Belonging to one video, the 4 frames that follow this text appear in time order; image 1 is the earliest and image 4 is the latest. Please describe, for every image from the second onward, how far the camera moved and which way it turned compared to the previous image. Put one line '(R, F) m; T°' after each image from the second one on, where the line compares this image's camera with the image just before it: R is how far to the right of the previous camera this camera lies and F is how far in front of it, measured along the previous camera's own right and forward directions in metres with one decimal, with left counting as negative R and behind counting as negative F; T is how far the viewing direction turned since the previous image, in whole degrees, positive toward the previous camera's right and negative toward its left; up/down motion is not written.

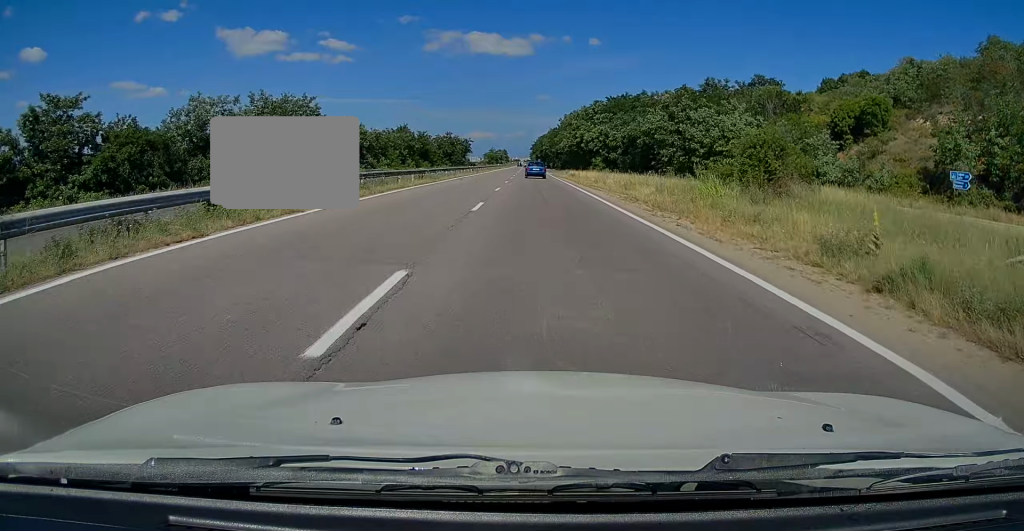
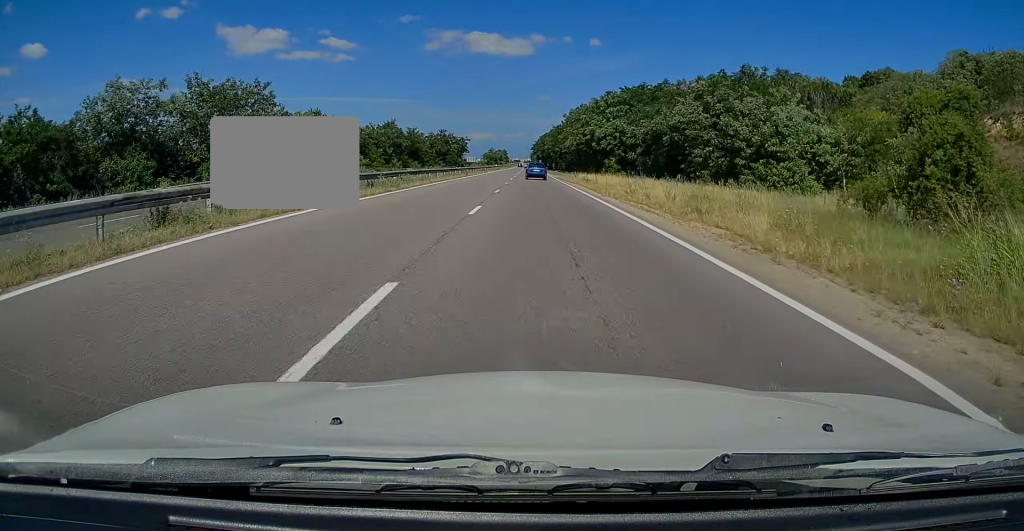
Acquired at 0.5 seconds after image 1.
(0.0, +12.9) m; 0°
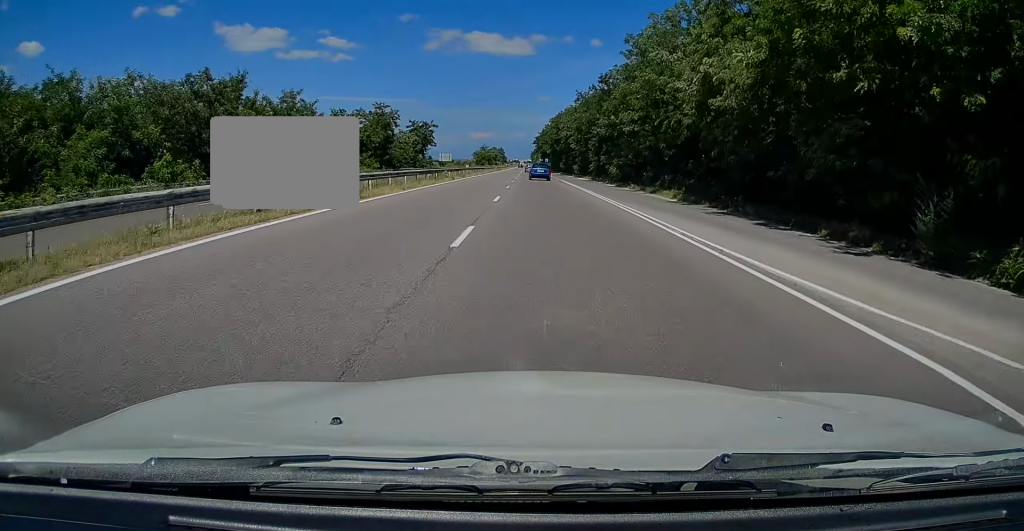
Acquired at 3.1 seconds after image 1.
(-0.2, +66.4) m; 0°
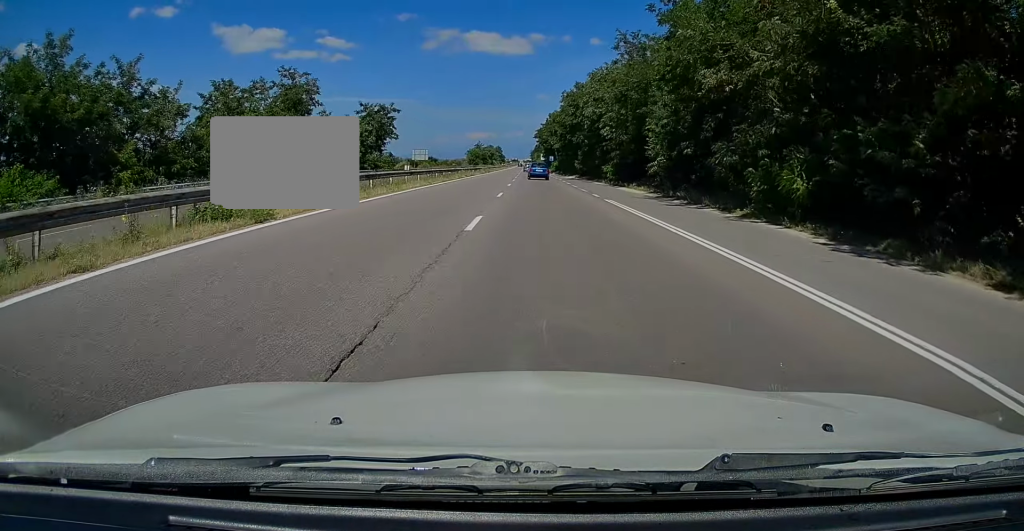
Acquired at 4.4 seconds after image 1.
(+0.5, +33.7) m; +1°
